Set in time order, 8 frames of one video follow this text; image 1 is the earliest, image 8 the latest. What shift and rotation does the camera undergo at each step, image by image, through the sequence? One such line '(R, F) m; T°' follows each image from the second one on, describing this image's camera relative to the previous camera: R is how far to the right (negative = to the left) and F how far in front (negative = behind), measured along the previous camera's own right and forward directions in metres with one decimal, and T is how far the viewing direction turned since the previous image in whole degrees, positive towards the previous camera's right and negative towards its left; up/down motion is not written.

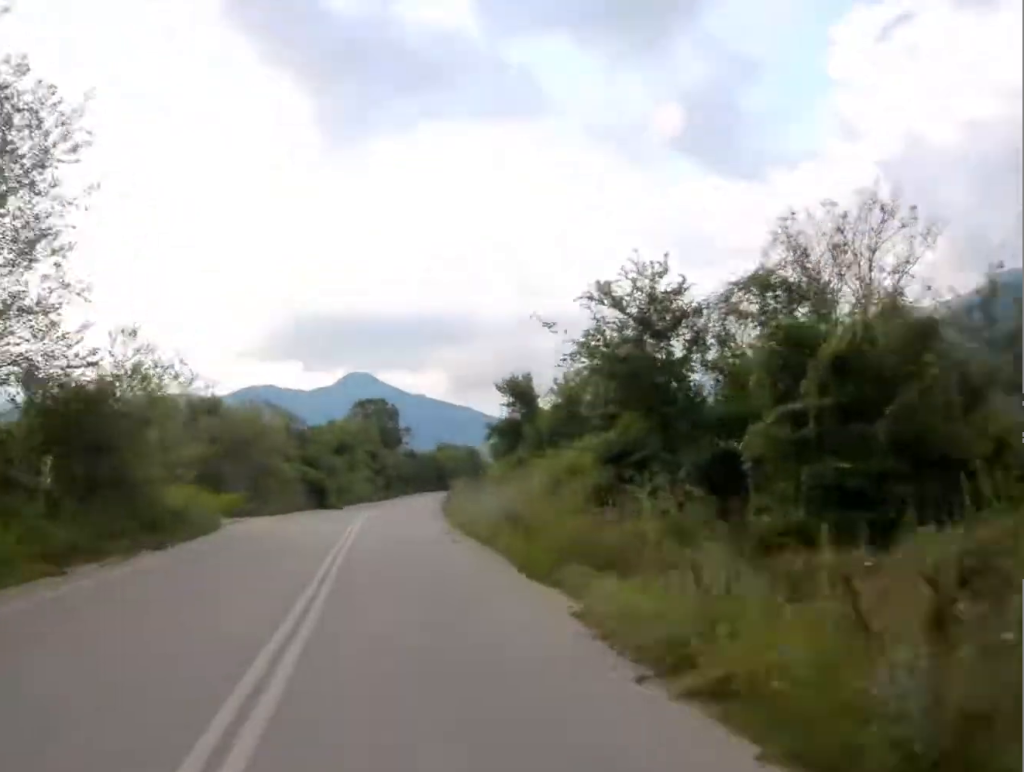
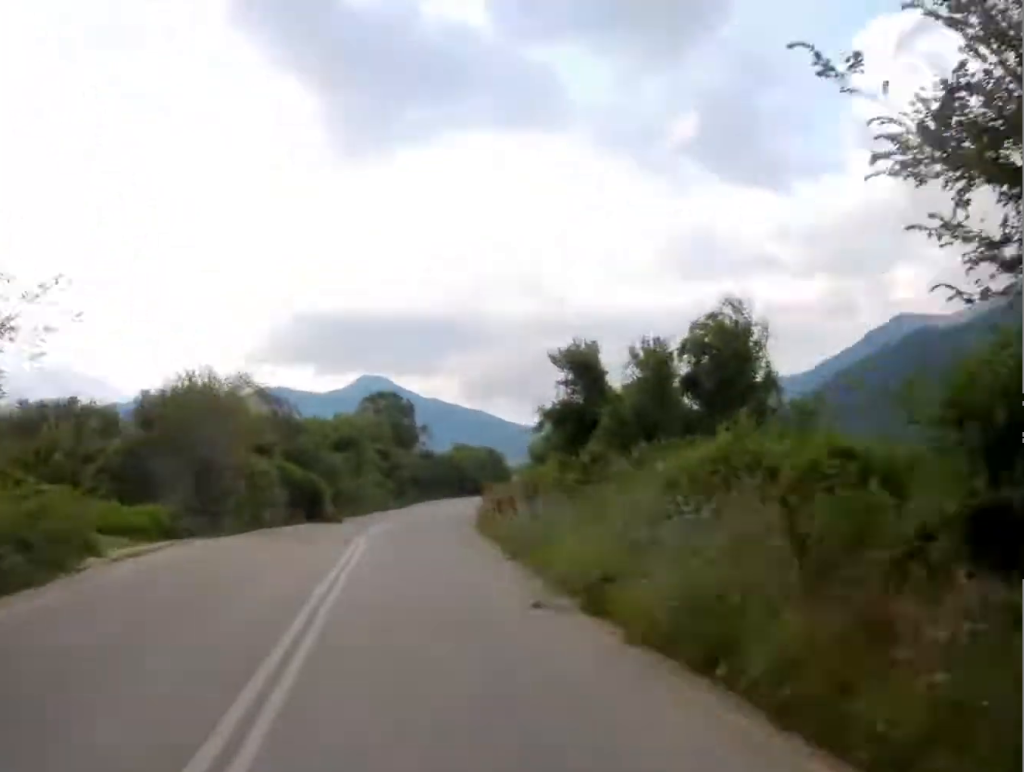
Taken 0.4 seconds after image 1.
(-0.1, +13.9) m; +1°
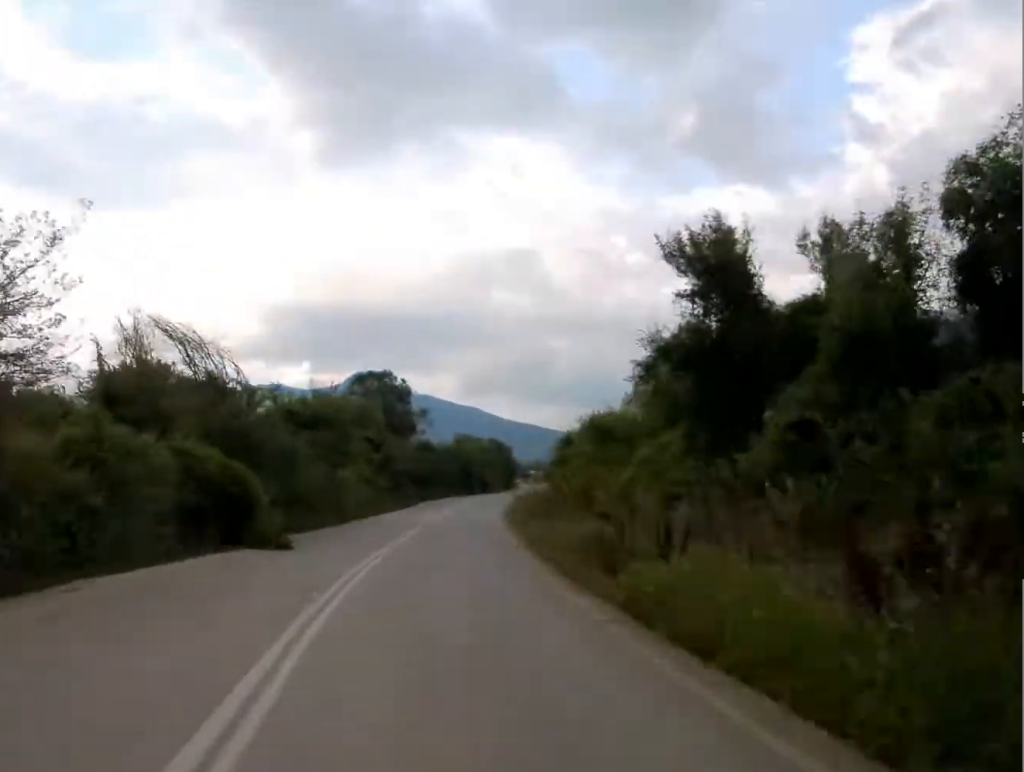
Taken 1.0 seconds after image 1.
(-0.3, +17.1) m; +1°
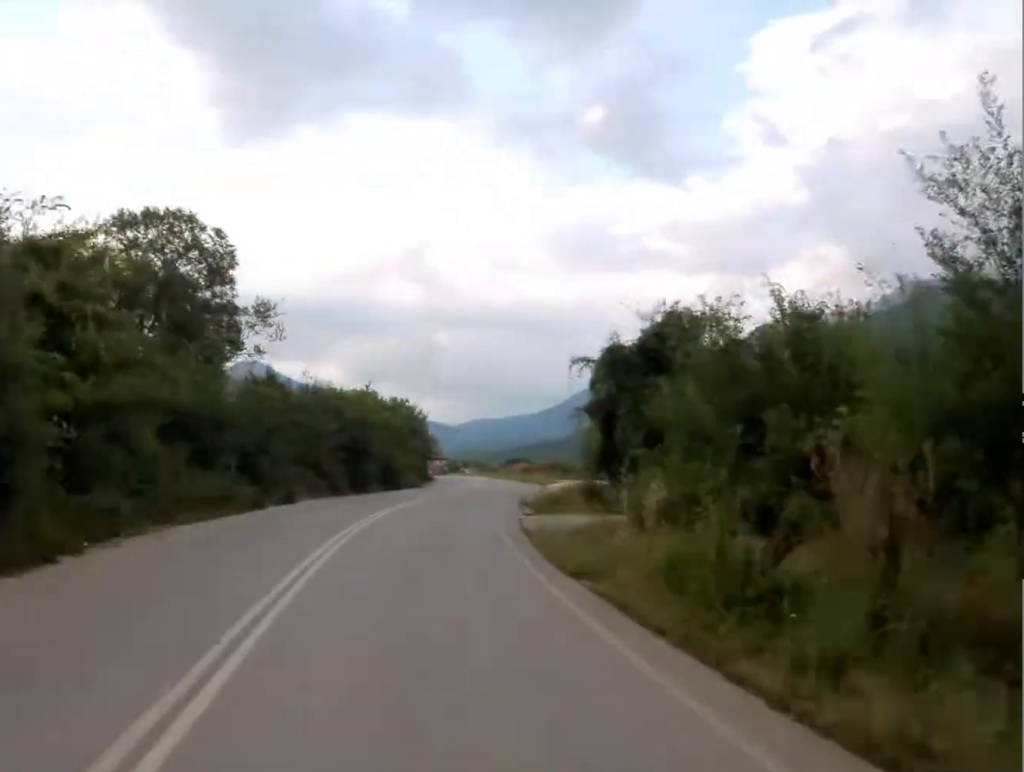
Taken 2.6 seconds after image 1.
(+2.8, +52.6) m; +7°
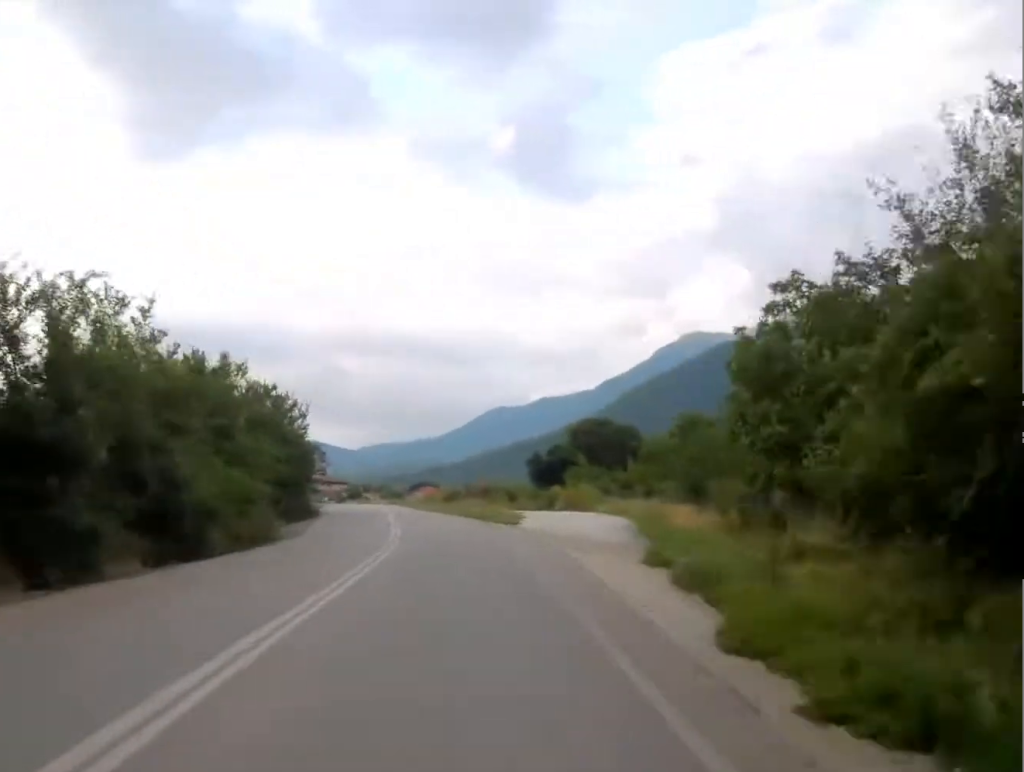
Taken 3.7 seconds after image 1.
(+1.5, +31.9) m; +4°
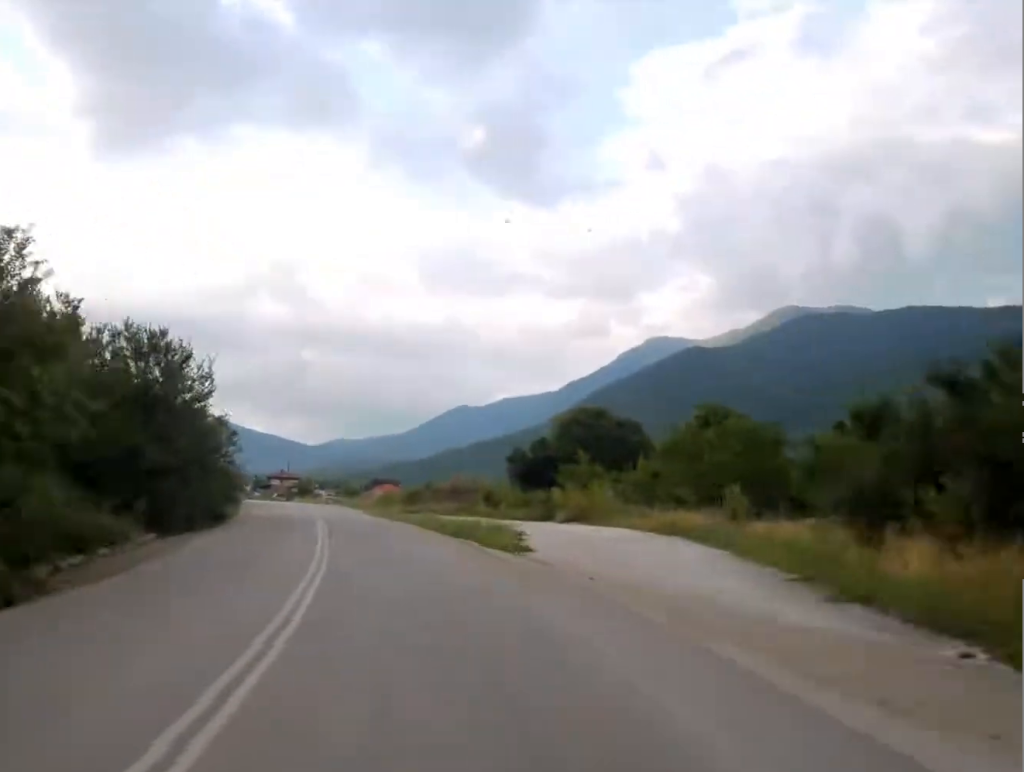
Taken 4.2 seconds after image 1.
(+0.3, +16.3) m; +1°
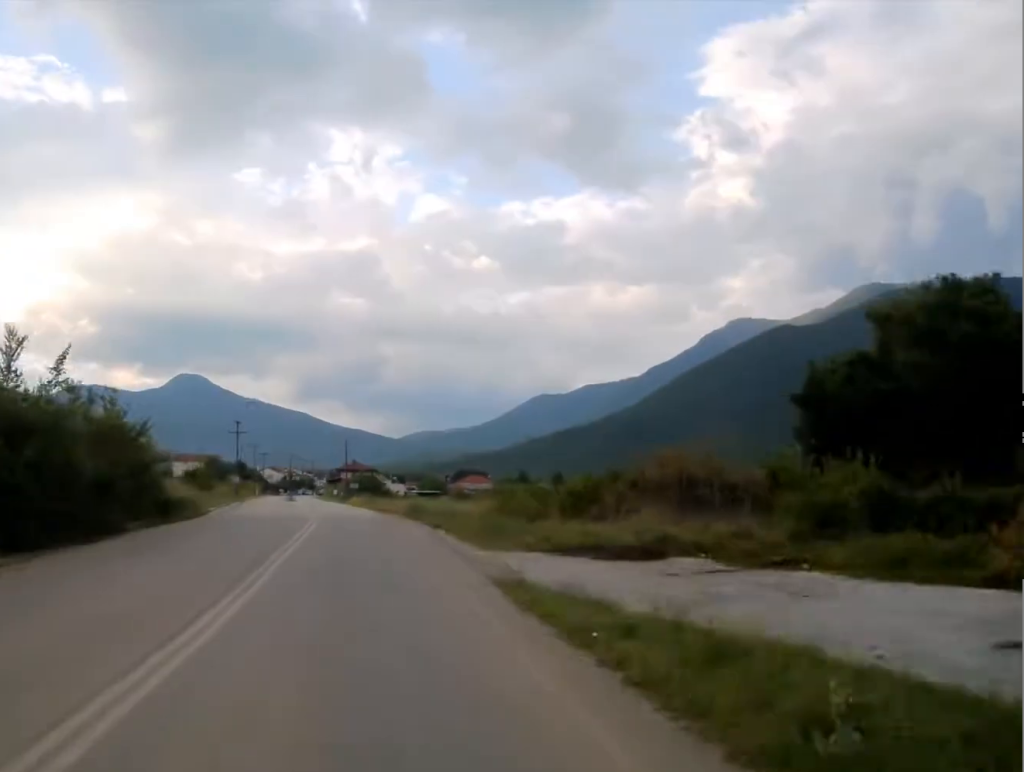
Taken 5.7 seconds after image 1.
(-0.4, +44.7) m; -3°
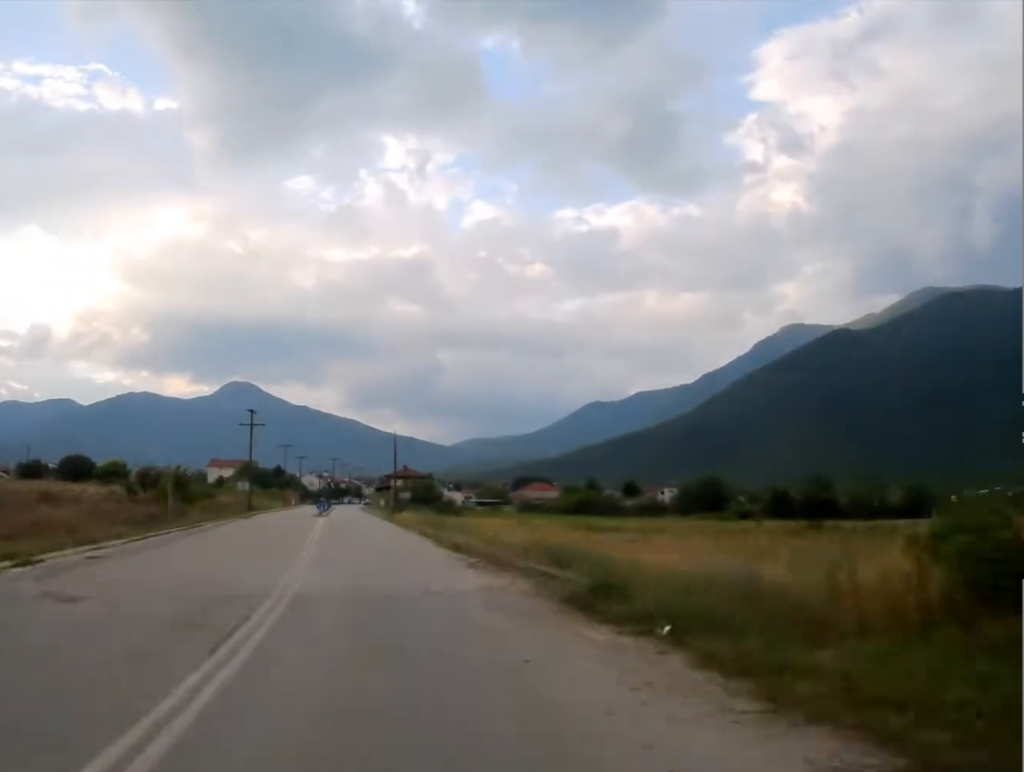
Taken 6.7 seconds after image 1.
(-0.8, +27.6) m; -3°
